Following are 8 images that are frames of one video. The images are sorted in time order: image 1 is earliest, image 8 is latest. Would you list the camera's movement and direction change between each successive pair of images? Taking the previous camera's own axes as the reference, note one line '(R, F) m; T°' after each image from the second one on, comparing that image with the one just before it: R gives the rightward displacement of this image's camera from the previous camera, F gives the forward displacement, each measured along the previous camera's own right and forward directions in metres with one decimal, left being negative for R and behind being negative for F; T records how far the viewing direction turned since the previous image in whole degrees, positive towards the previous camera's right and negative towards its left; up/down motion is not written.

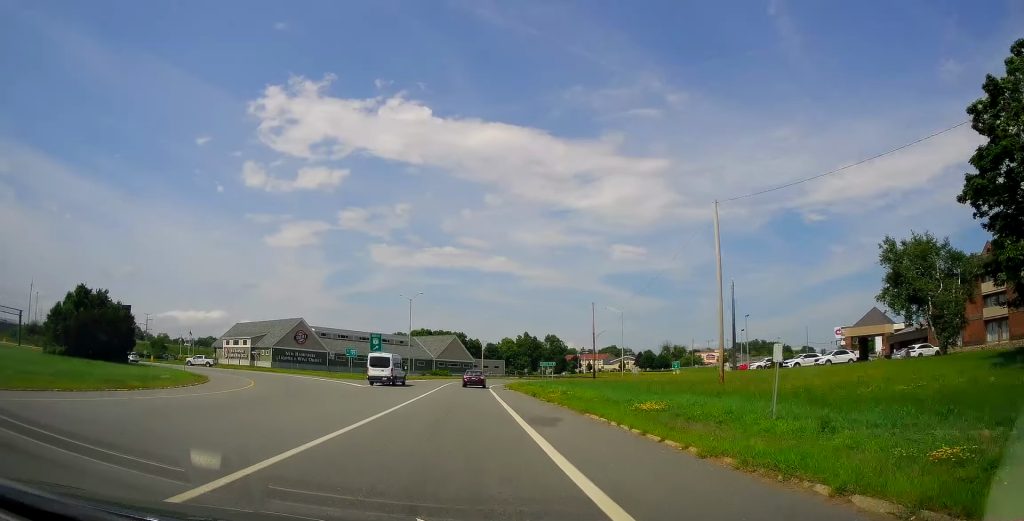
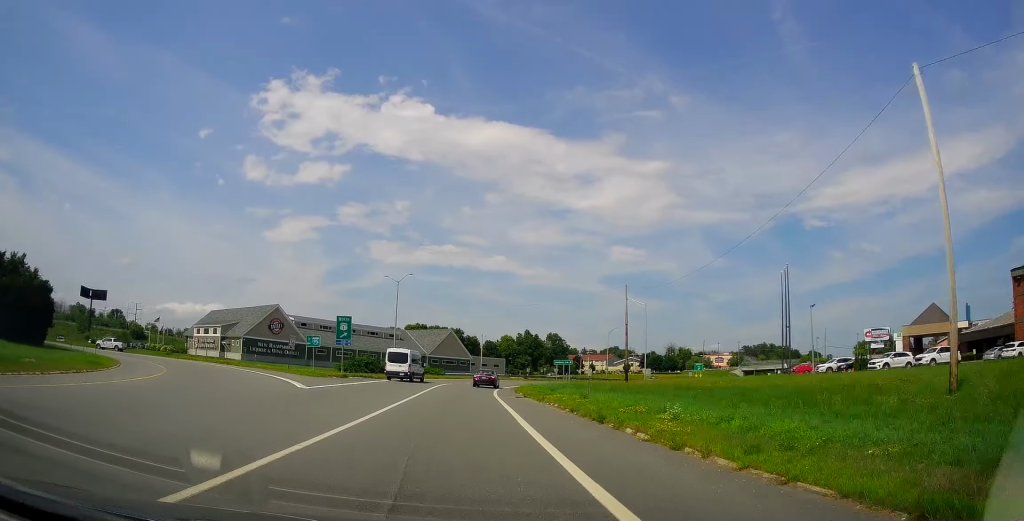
(+0.9, +14.4) m; +6°
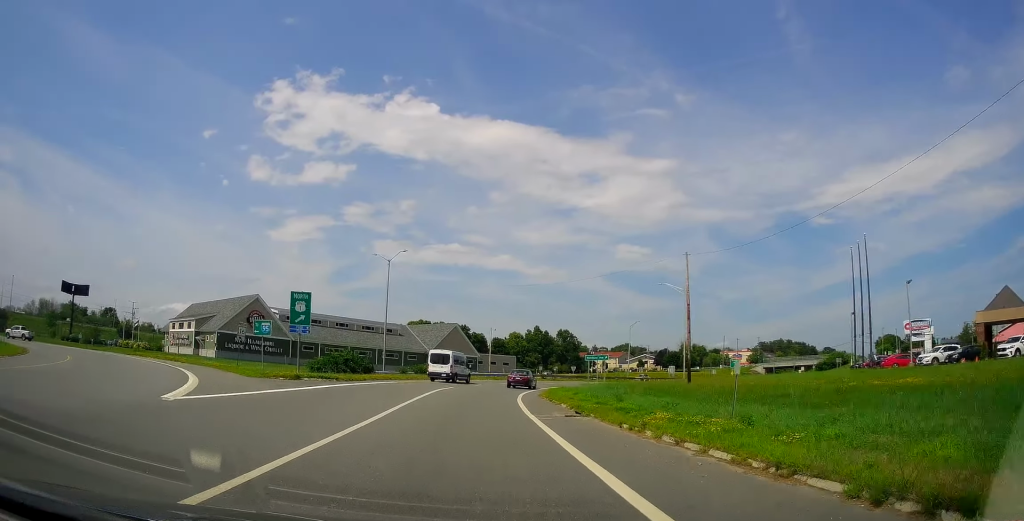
(+0.6, +14.0) m; +1°
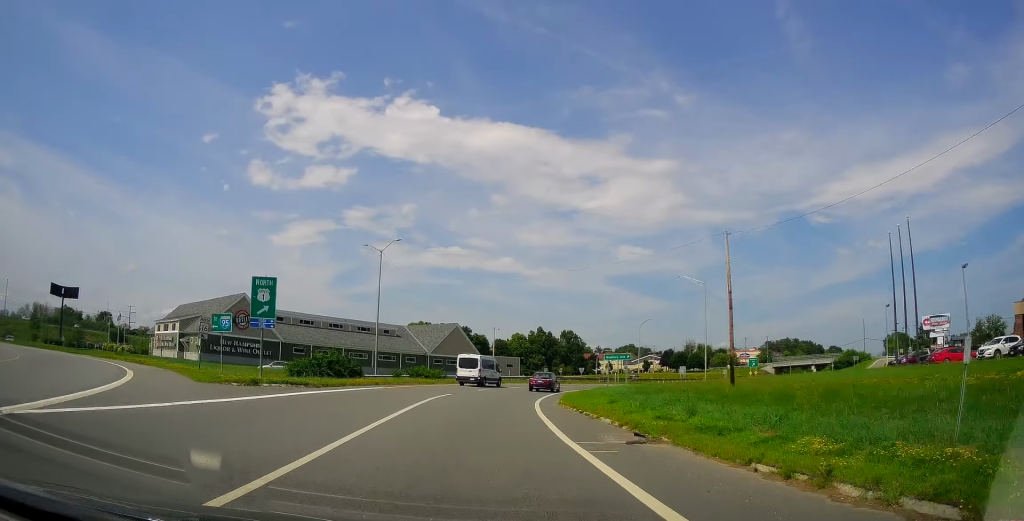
(+0.3, +6.6) m; -1°
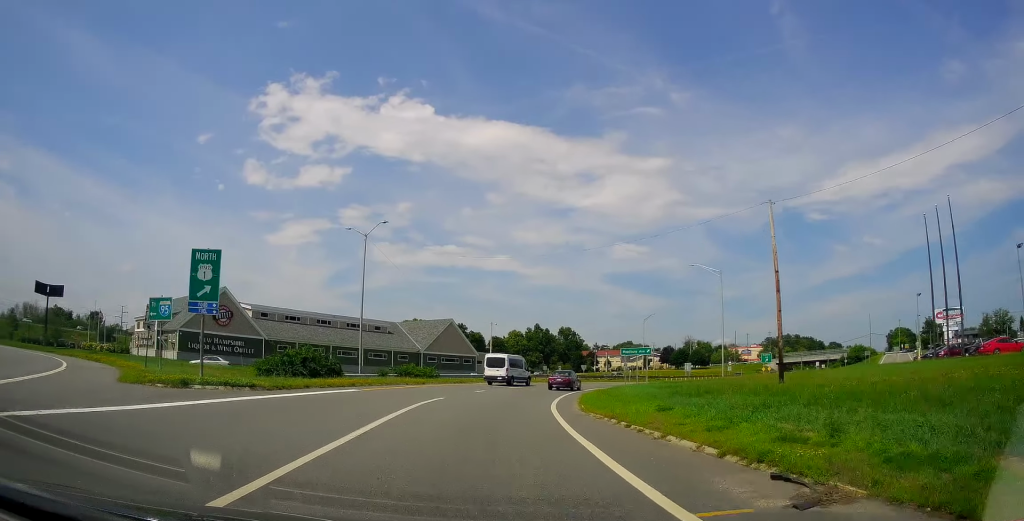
(-0.3, +6.1) m; 0°
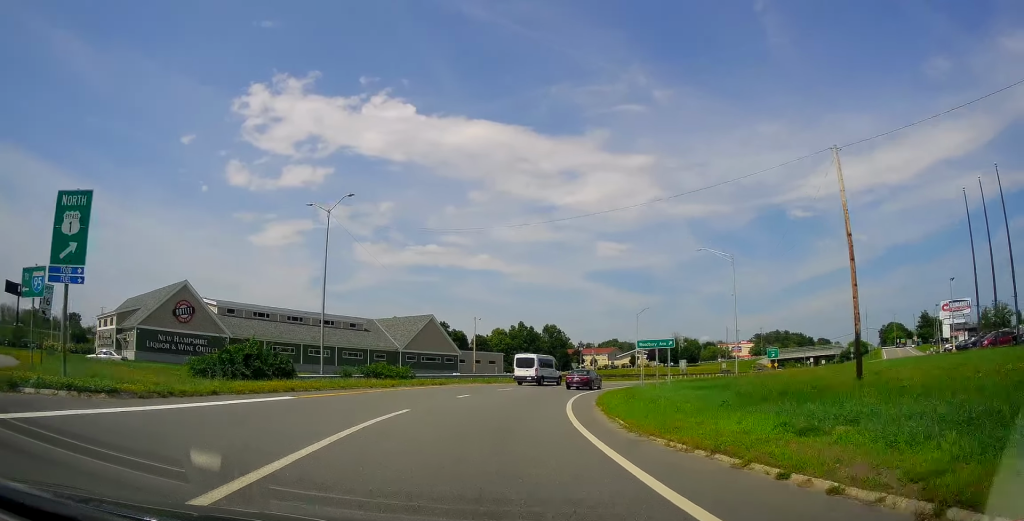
(-0.4, +7.5) m; 0°
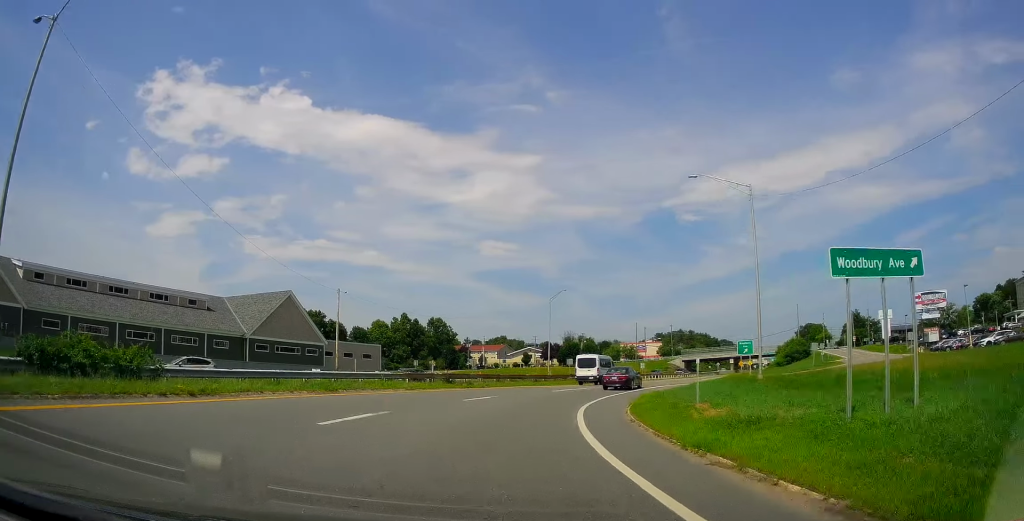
(+1.8, +23.5) m; +8°
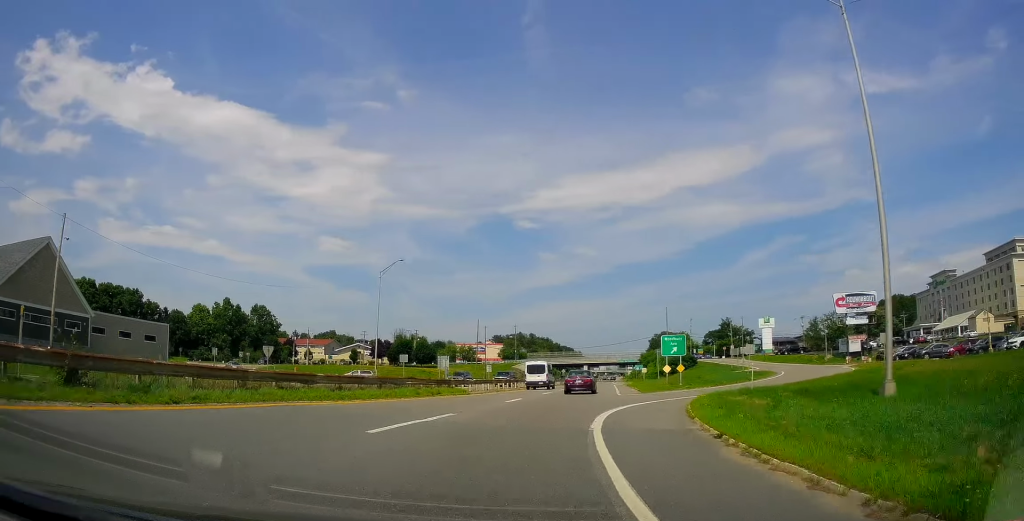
(+1.8, +21.9) m; +12°
